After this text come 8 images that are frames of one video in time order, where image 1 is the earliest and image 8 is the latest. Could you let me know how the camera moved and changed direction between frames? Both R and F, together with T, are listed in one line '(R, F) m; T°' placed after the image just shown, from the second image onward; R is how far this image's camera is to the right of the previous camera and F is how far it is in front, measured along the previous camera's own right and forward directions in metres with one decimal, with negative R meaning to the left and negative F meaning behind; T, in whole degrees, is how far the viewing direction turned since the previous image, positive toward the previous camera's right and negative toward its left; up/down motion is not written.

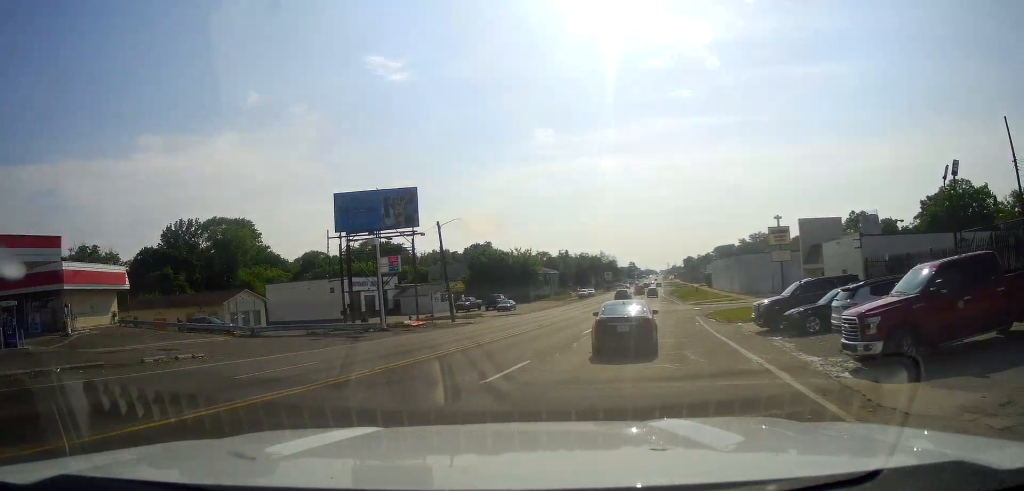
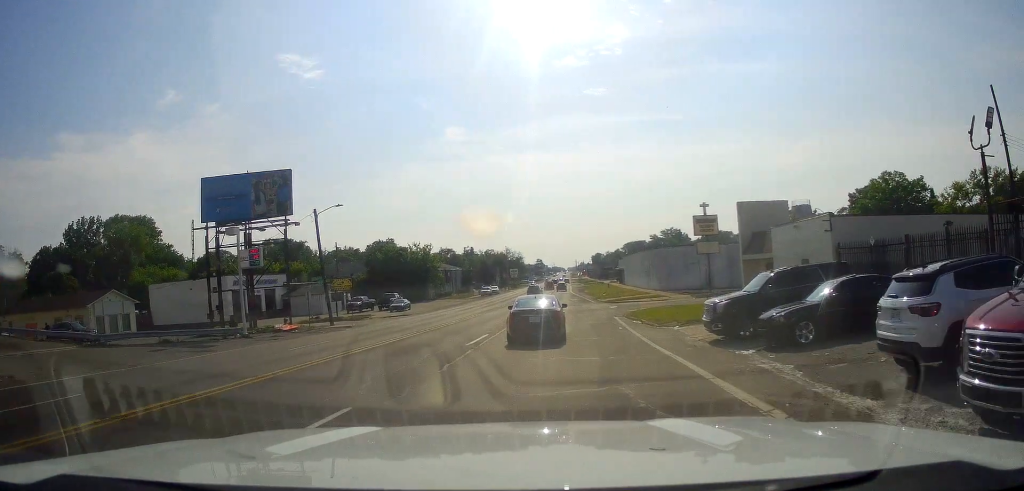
(+0.6, +6.6) m; +10°
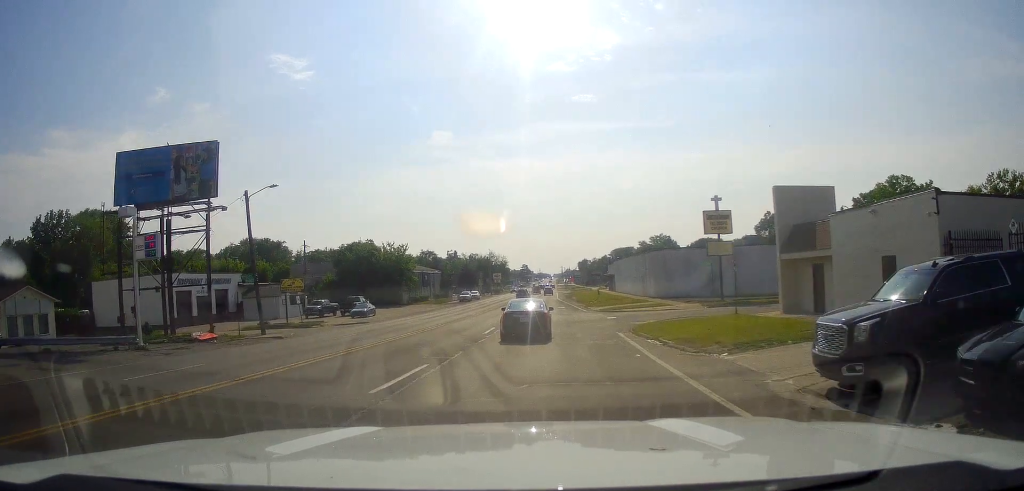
(+0.7, +8.6) m; +3°
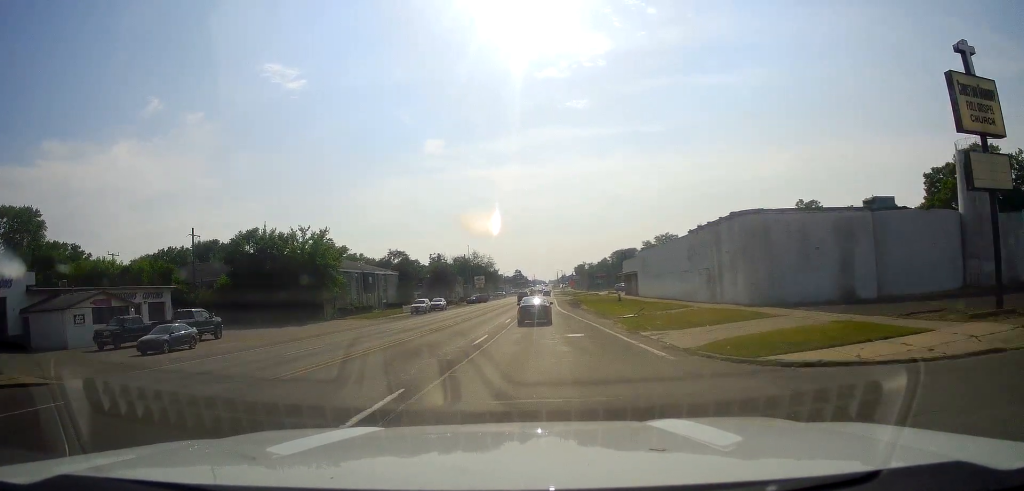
(+0.9, +33.1) m; +1°
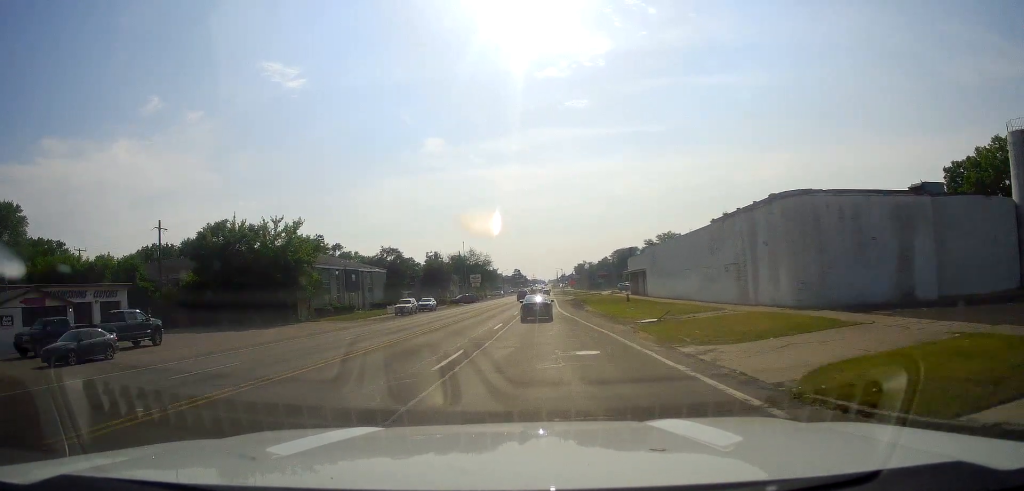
(-0.2, +7.1) m; -1°
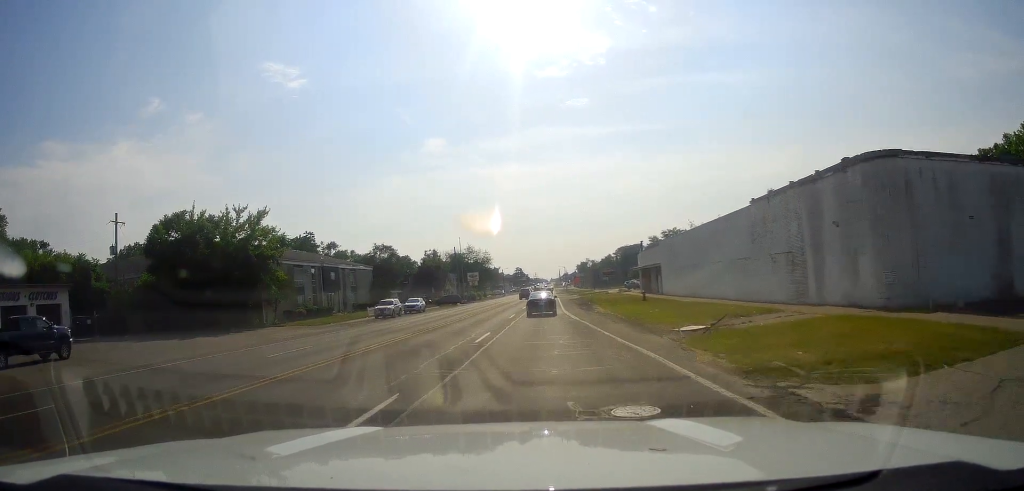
(-0.1, +8.3) m; -1°
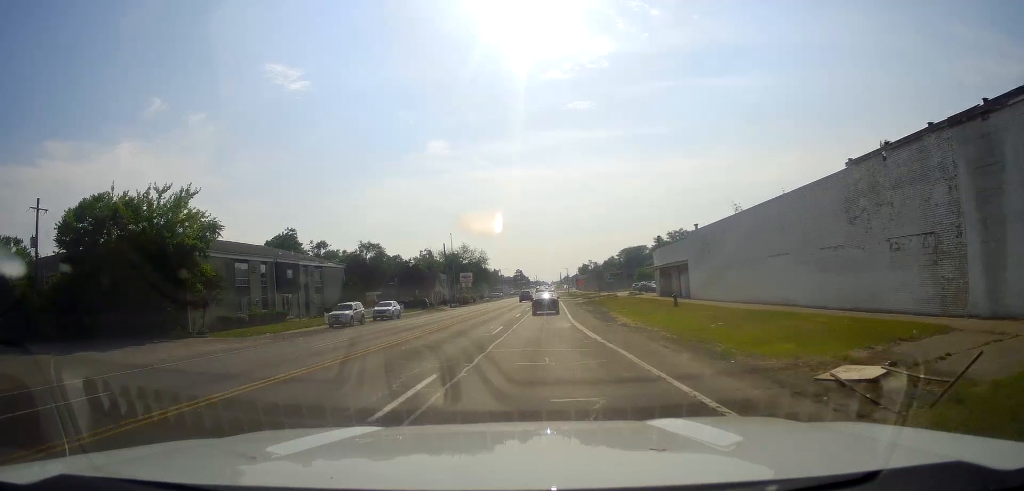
(0.0, +12.0) m; 0°
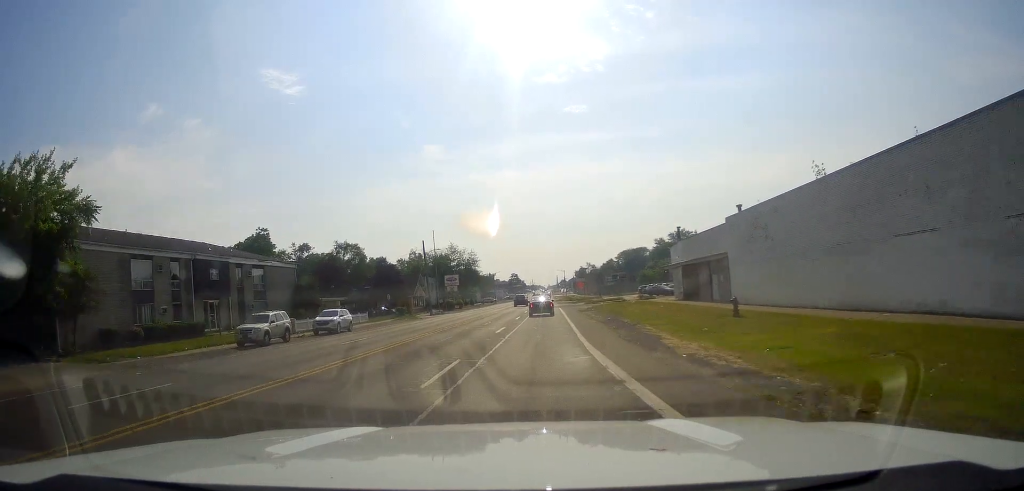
(0.0, +13.1) m; 0°
